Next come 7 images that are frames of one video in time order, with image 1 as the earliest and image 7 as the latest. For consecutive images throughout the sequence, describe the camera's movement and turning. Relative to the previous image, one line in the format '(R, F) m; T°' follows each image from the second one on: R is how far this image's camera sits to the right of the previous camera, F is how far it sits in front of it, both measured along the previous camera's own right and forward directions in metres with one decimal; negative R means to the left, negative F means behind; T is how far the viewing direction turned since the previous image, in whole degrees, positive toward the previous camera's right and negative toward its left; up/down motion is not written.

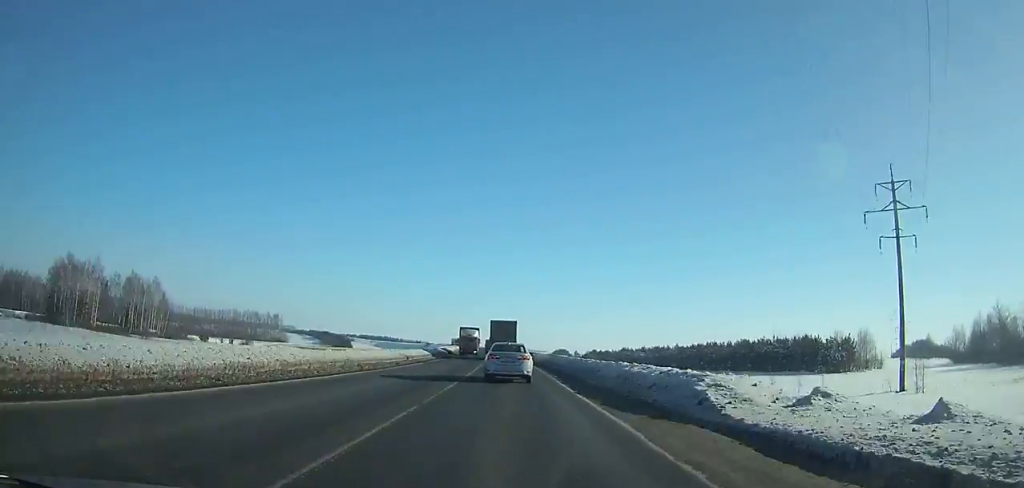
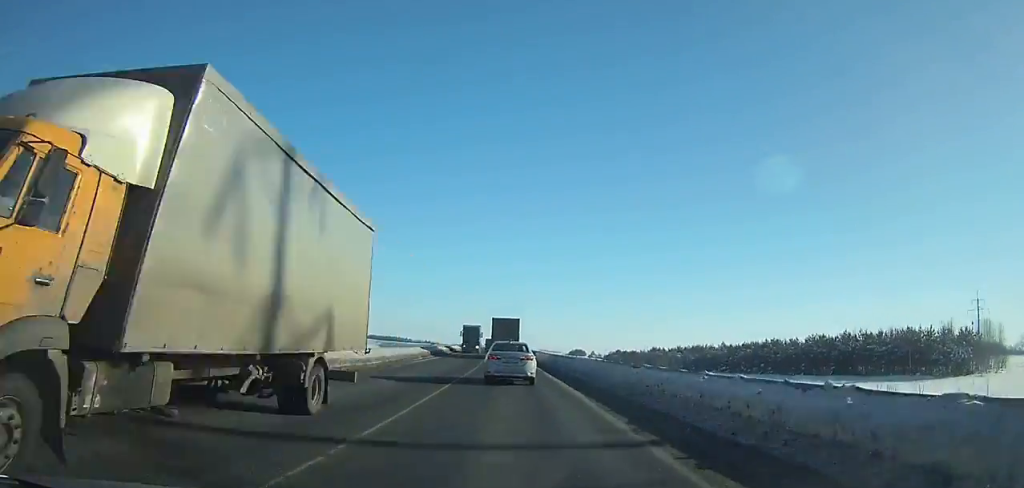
(-0.3, +33.0) m; -1°
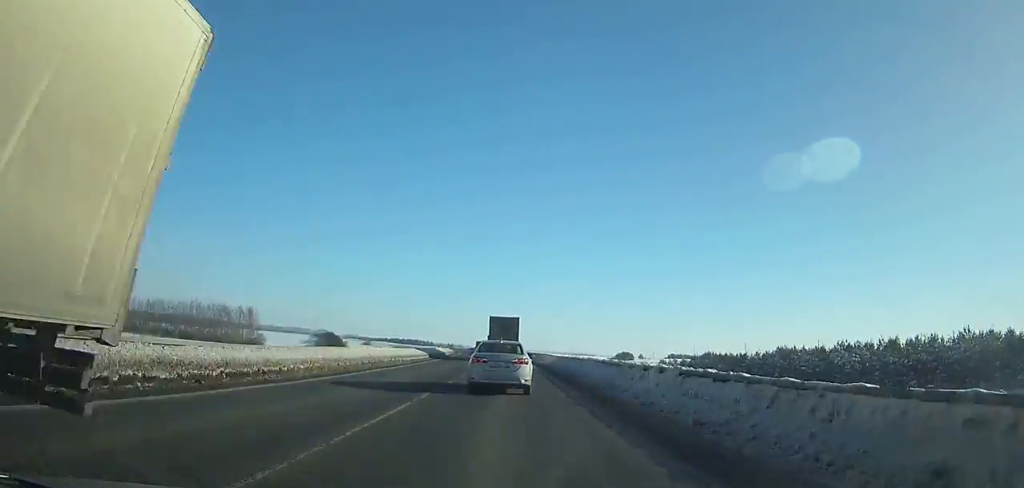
(-2.7, +90.0) m; -4°
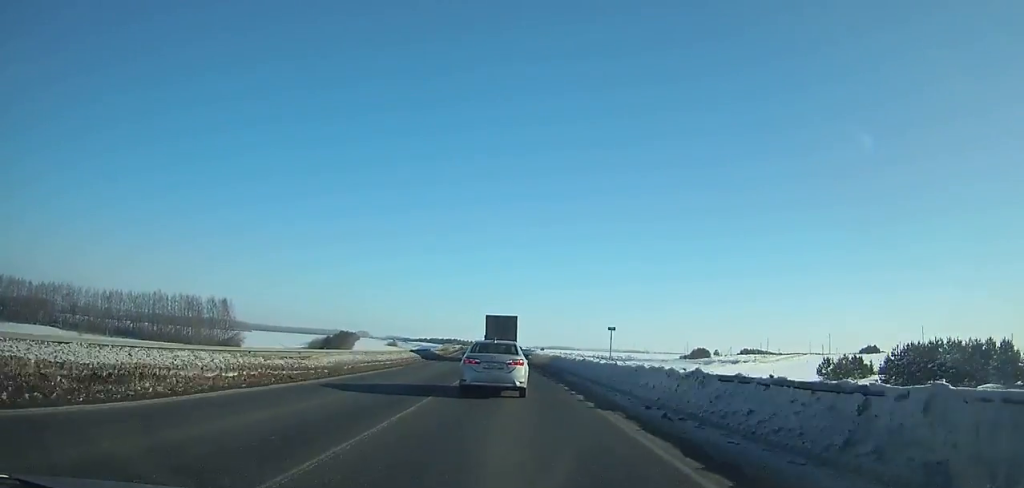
(-3.2, +86.2) m; -5°
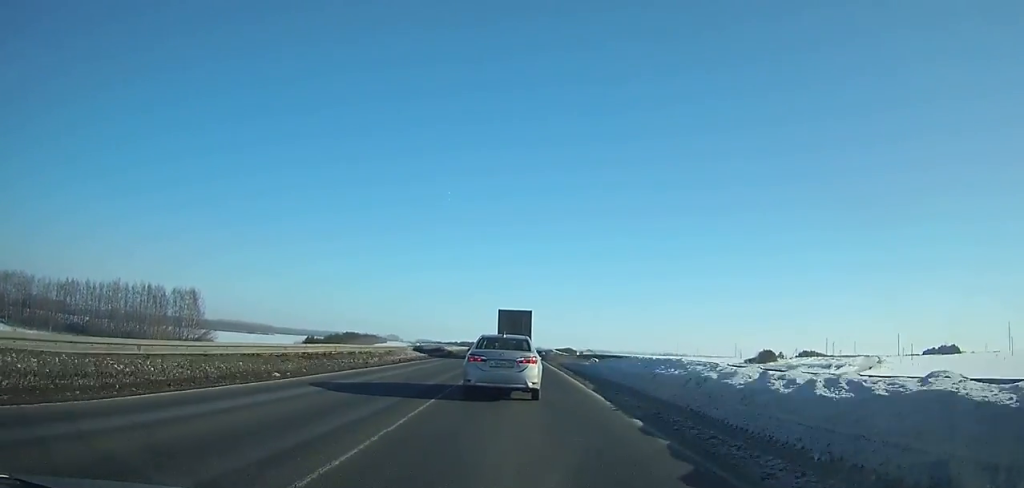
(-1.6, +56.6) m; -2°
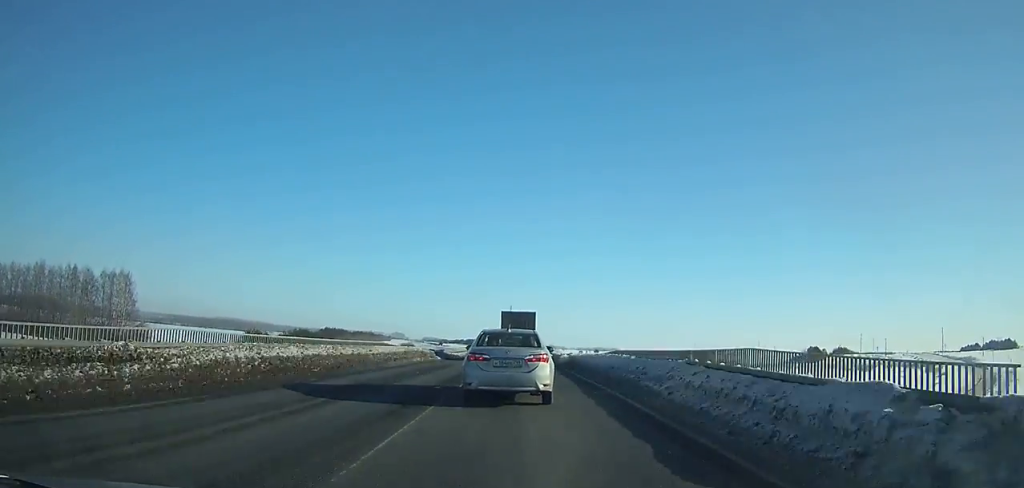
(-0.5, +47.7) m; -1°
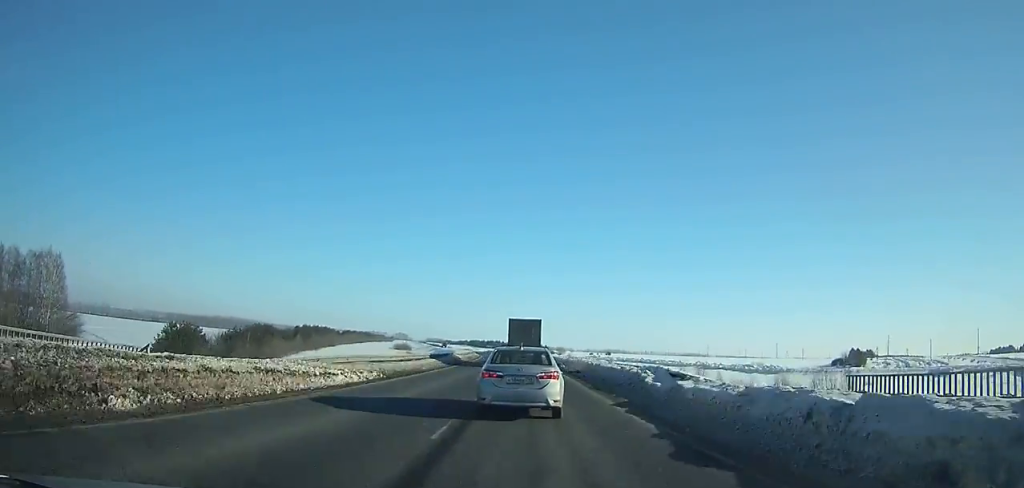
(-0.1, +37.8) m; -1°
